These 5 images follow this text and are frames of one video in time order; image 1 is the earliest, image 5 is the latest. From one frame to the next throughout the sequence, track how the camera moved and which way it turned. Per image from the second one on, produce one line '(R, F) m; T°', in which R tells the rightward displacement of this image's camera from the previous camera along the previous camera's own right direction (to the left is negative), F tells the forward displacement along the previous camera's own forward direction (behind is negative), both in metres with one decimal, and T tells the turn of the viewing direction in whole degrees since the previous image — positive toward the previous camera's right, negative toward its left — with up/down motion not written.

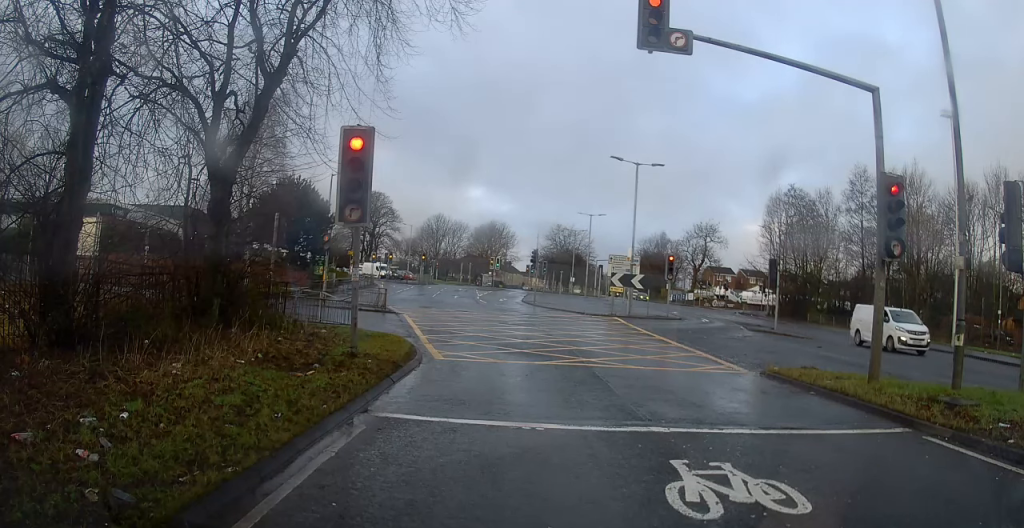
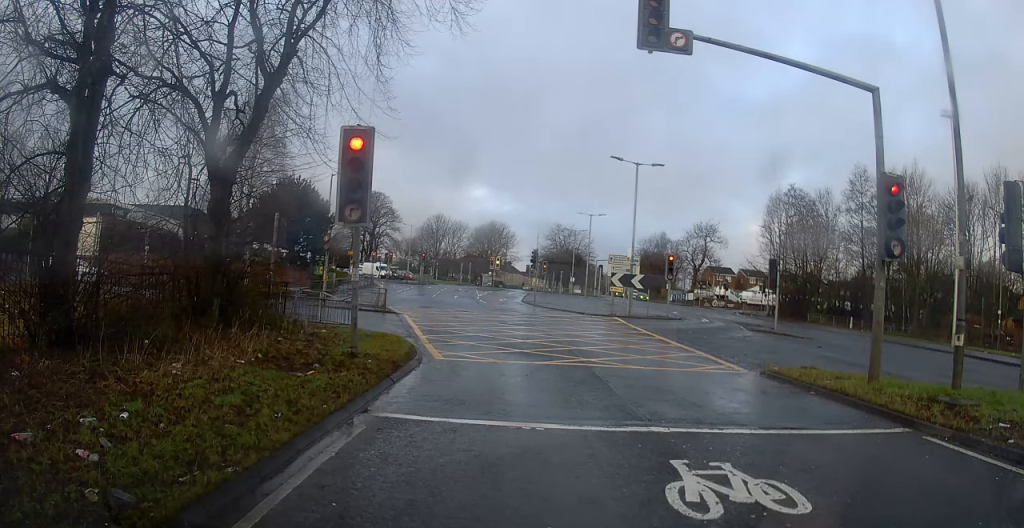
(0.0, 0.0) m; 0°
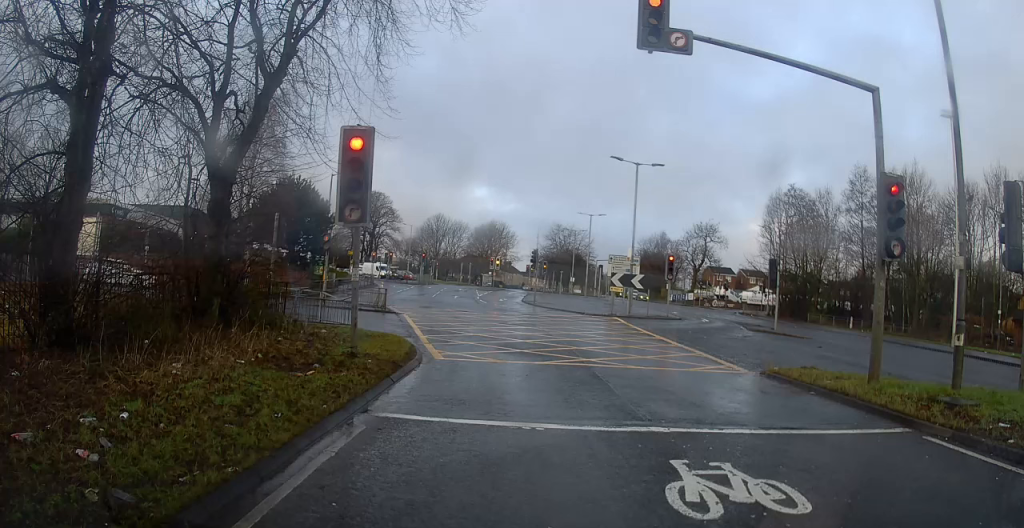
(0.0, 0.0) m; 0°
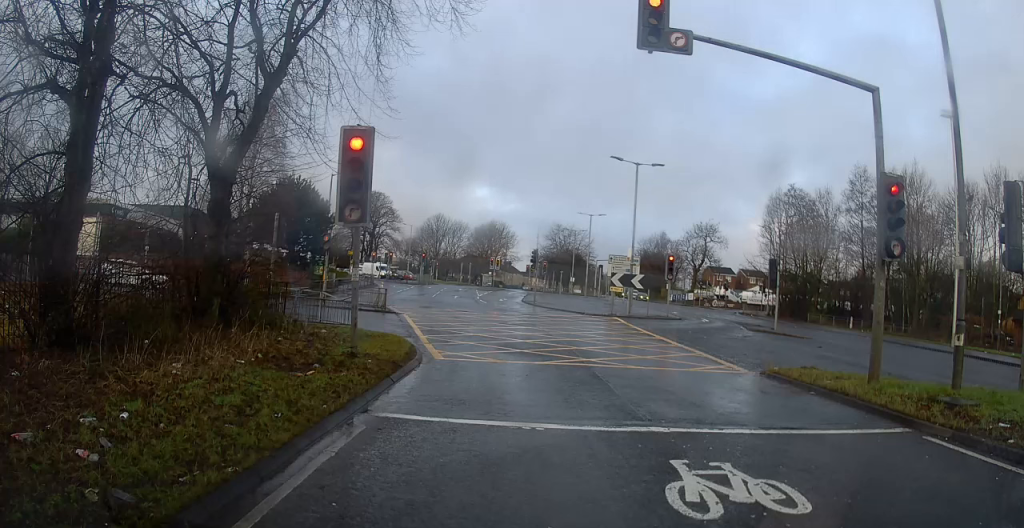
(0.0, 0.0) m; 0°
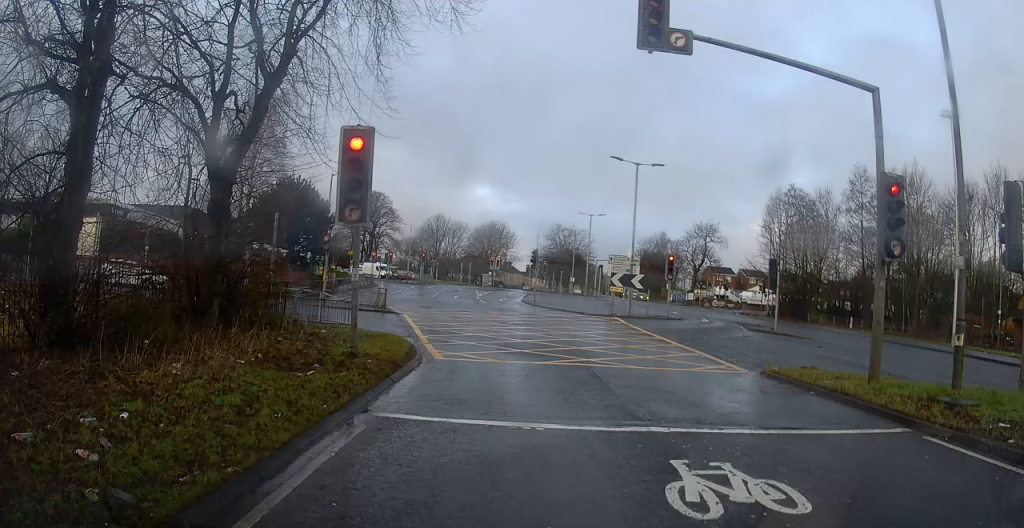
(0.0, 0.0) m; 0°
